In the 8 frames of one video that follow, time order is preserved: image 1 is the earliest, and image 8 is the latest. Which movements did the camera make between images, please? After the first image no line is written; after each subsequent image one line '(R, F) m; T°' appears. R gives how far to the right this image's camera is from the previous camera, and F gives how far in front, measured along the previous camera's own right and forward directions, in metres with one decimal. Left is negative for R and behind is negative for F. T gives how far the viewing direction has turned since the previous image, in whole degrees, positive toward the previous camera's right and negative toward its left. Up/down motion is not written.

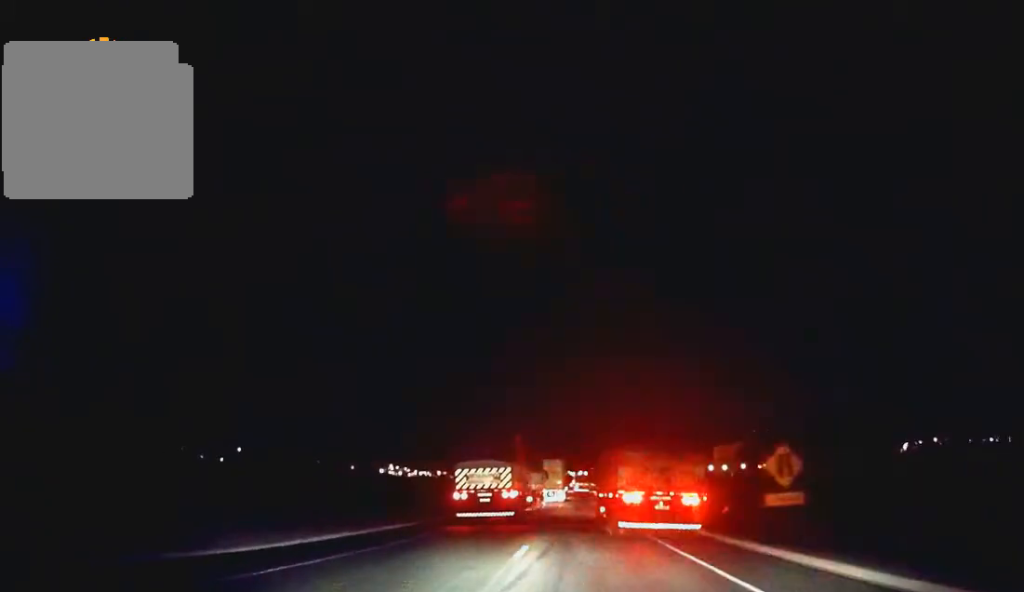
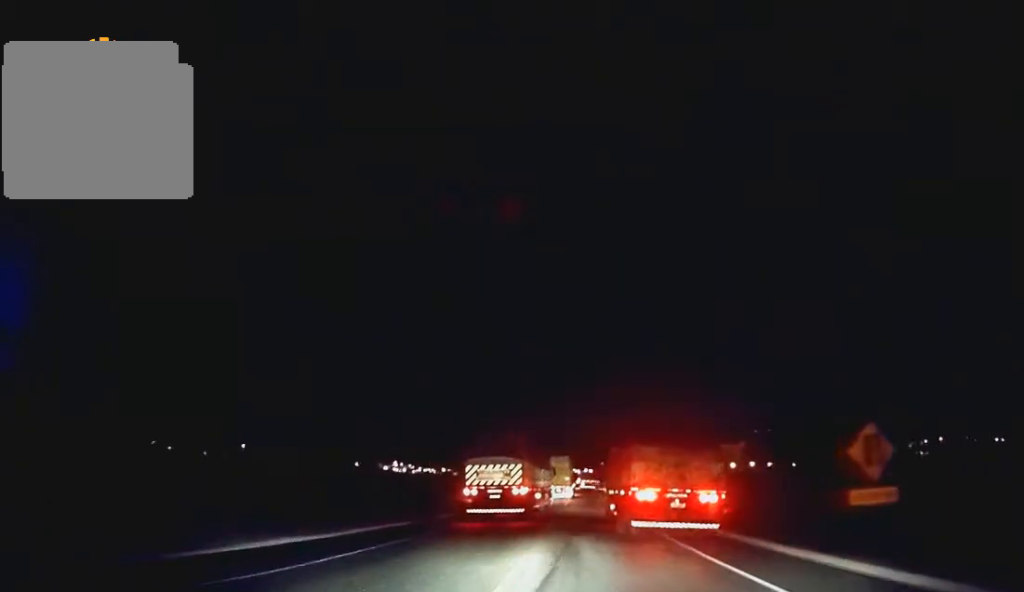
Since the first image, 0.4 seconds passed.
(0.0, +5.9) m; 0°
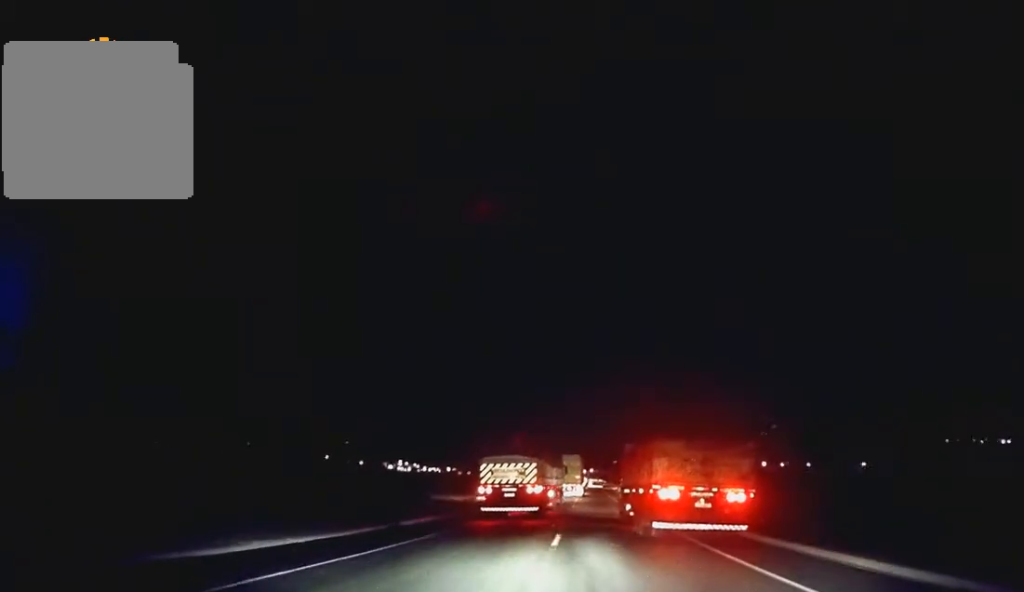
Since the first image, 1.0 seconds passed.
(0.0, +8.3) m; 0°
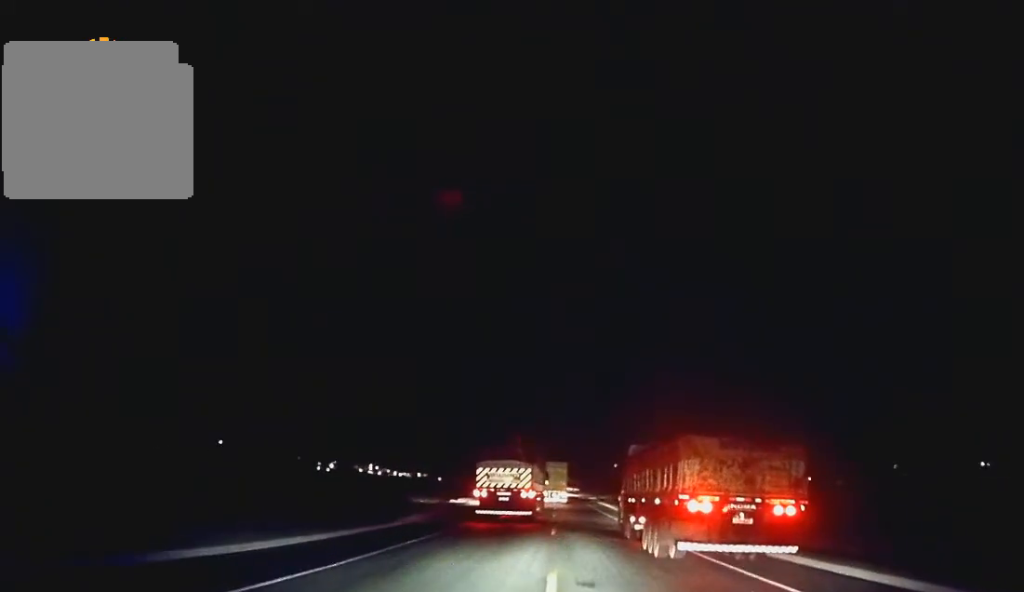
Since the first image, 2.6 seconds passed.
(-0.1, +23.8) m; +1°
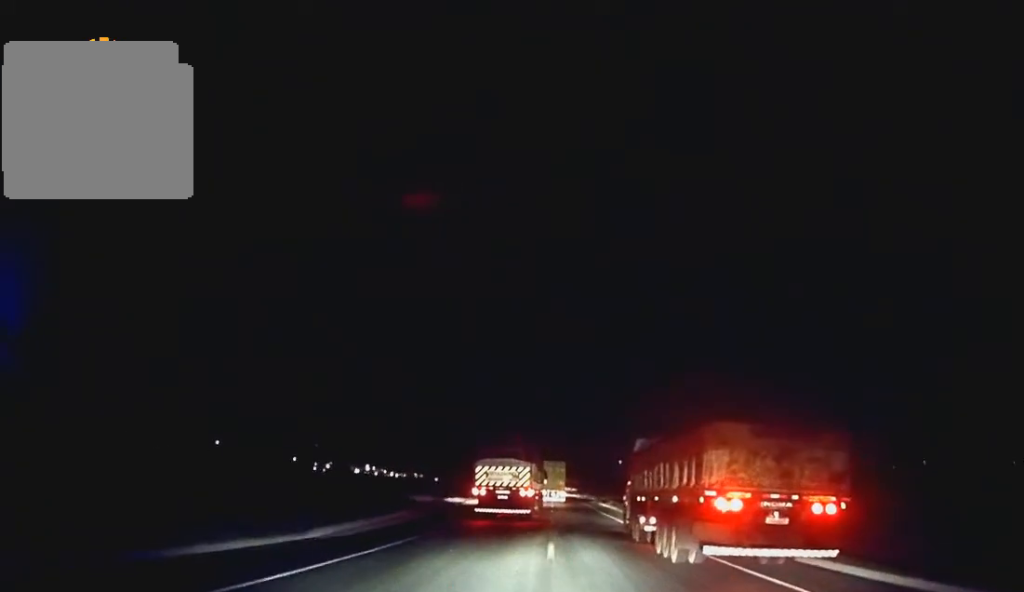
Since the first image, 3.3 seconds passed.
(+0.1, +10.1) m; 0°
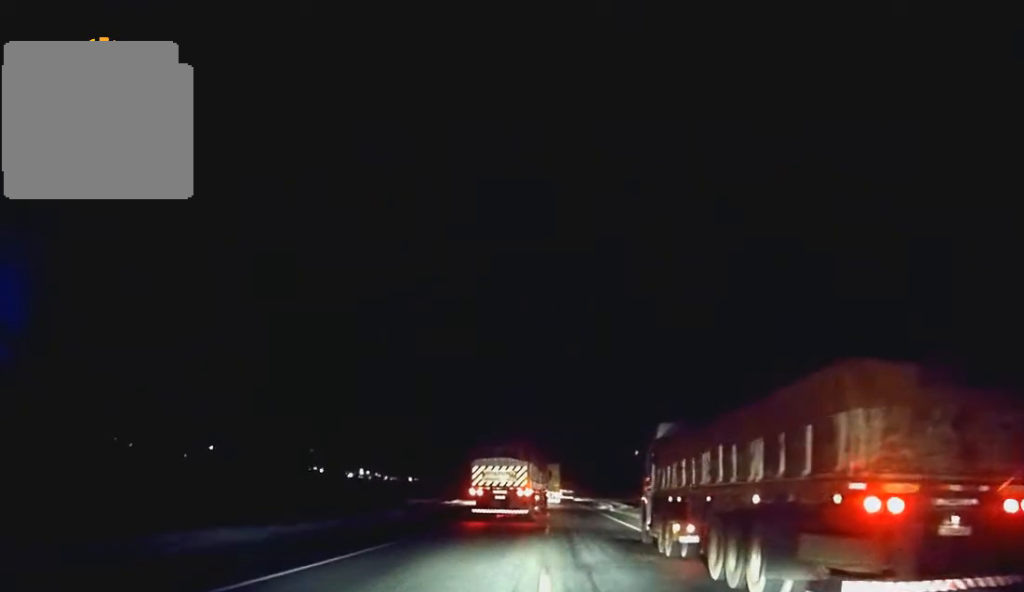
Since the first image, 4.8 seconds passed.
(0.0, +24.7) m; 0°
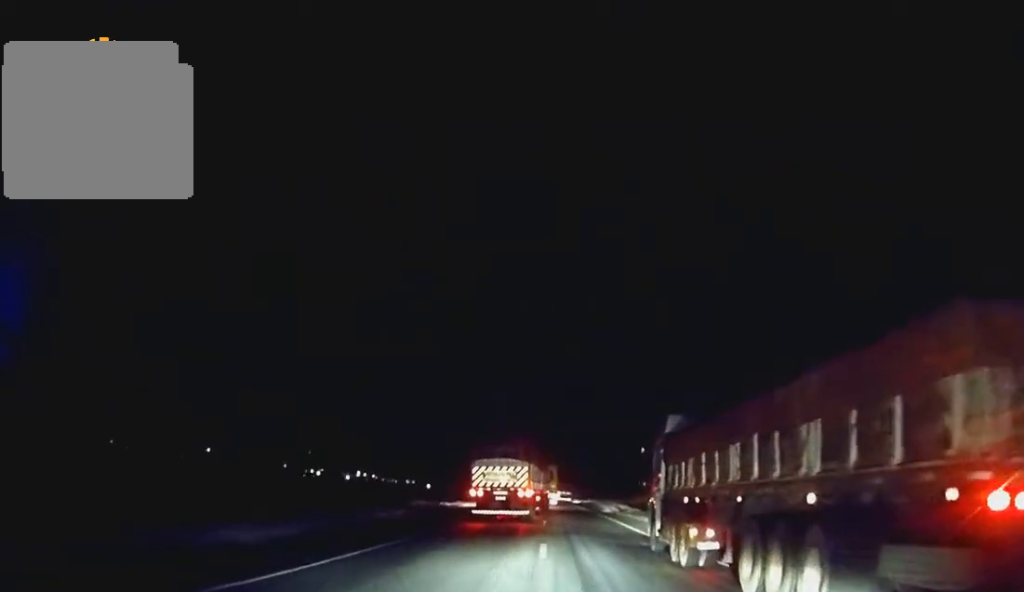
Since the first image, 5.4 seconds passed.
(+0.1, +9.7) m; 0°
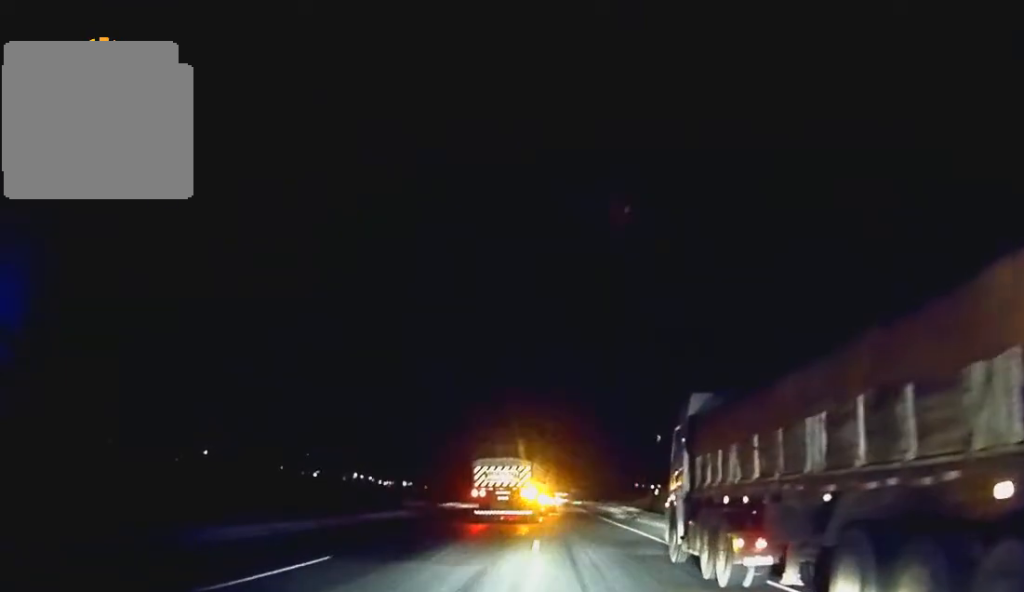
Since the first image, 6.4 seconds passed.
(0.0, +15.9) m; 0°
